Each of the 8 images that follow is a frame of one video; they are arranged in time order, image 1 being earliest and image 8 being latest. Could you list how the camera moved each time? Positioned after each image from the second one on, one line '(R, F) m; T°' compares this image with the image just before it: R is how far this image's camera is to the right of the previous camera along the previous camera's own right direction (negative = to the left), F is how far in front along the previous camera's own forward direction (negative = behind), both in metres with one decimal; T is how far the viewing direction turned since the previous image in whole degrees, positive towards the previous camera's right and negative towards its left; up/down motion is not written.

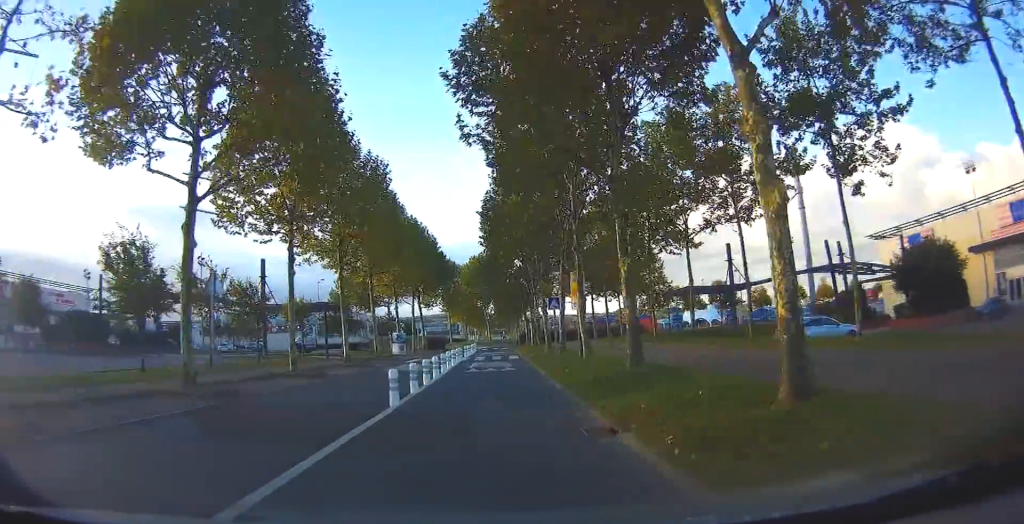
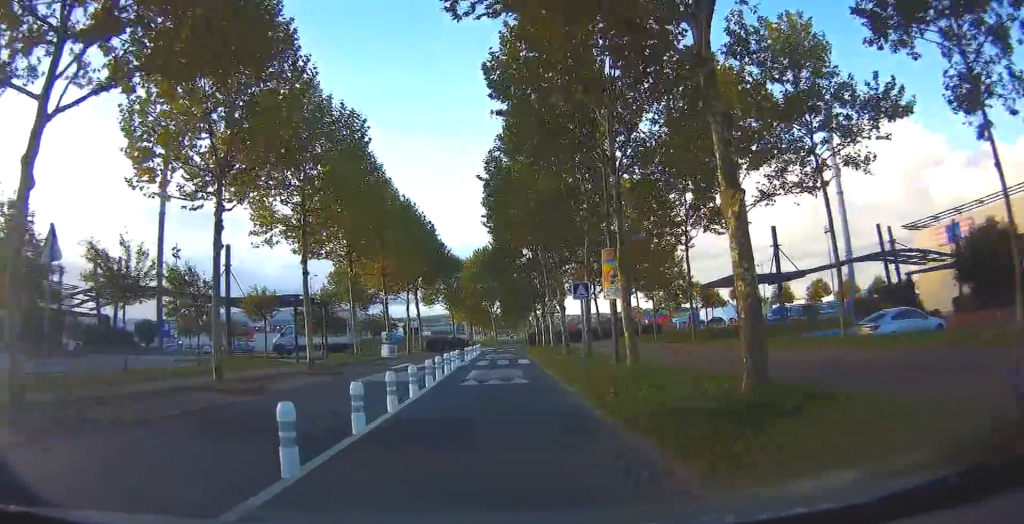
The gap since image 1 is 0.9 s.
(-0.1, +6.3) m; -1°
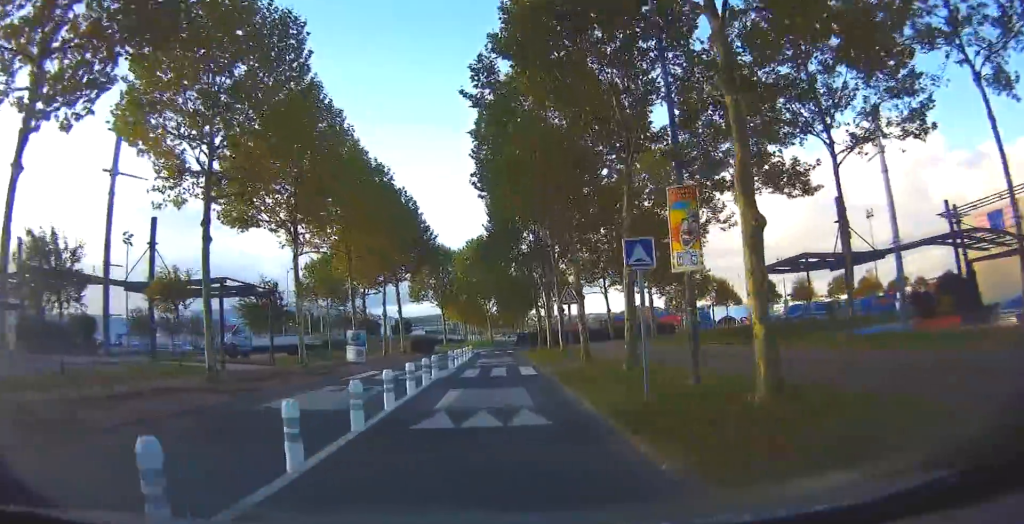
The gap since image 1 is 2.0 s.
(-0.1, +7.9) m; -1°
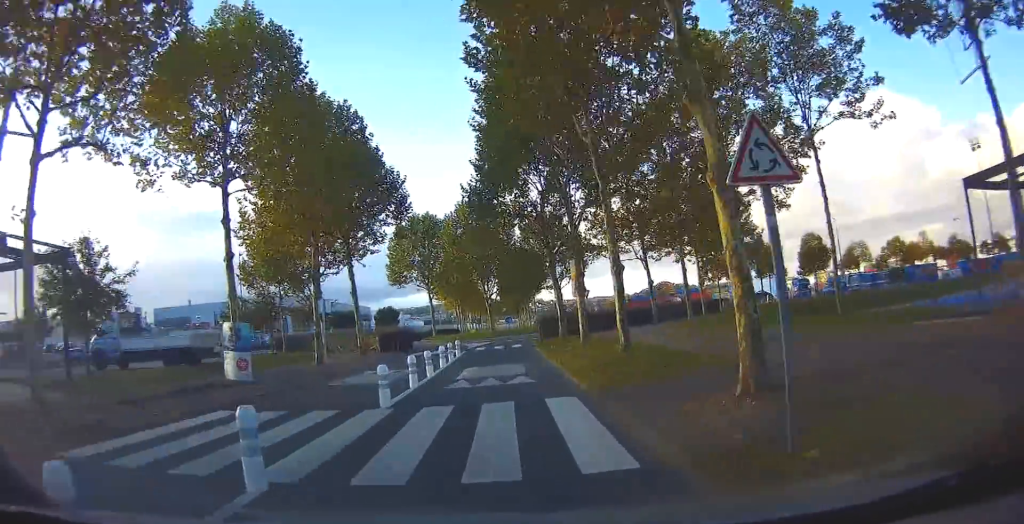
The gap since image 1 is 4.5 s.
(-0.2, +15.7) m; -1°
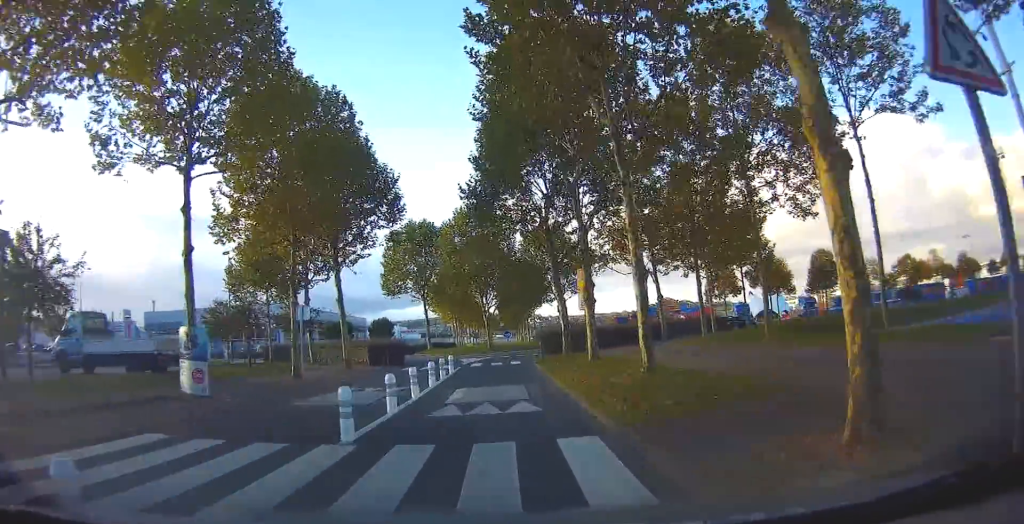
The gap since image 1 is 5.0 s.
(0.0, +2.6) m; 0°
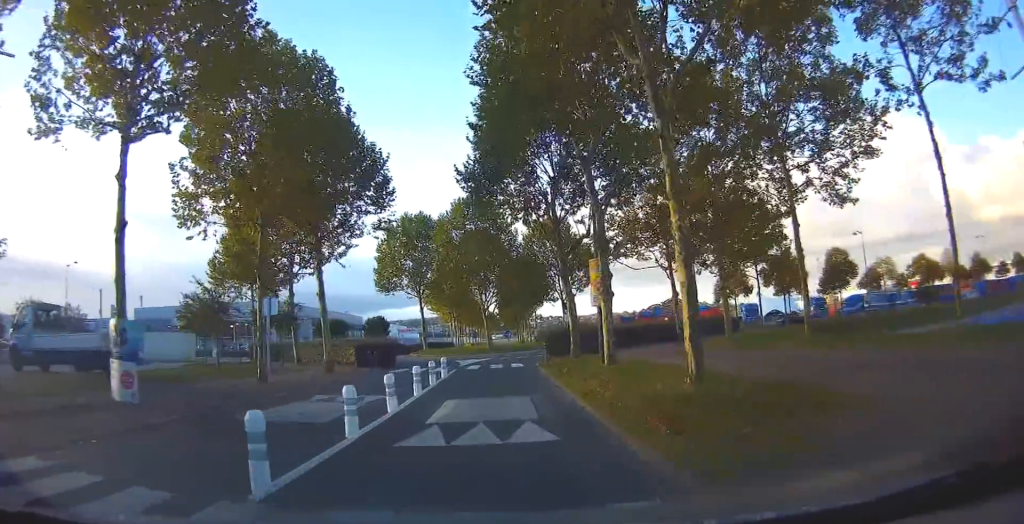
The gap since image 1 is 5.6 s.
(0.0, +3.1) m; 0°
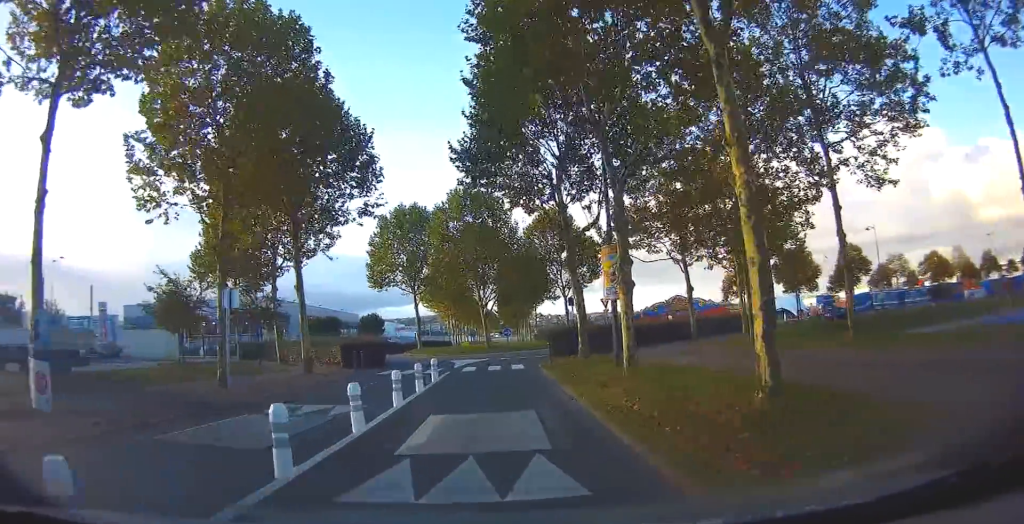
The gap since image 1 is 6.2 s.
(0.0, +2.7) m; +1°
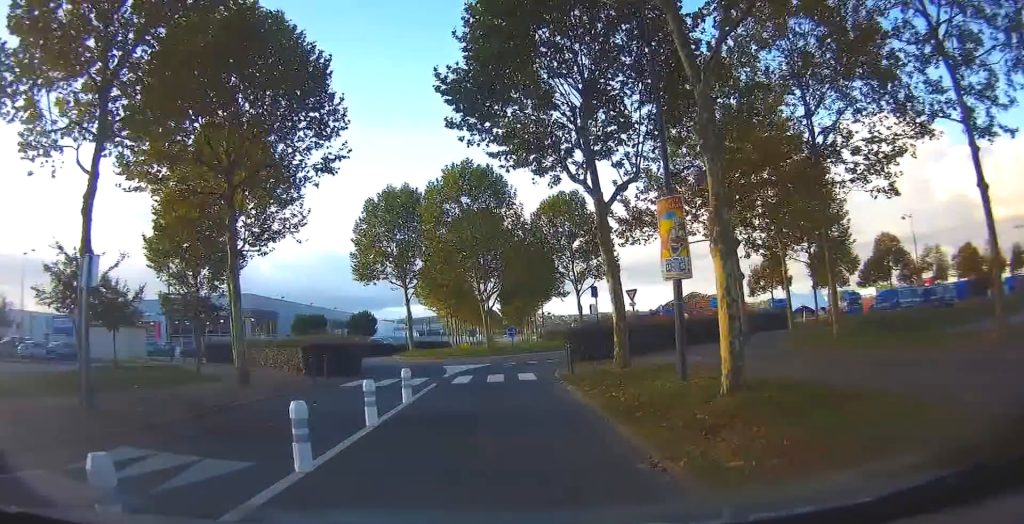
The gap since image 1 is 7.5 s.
(+0.2, +6.0) m; +1°
